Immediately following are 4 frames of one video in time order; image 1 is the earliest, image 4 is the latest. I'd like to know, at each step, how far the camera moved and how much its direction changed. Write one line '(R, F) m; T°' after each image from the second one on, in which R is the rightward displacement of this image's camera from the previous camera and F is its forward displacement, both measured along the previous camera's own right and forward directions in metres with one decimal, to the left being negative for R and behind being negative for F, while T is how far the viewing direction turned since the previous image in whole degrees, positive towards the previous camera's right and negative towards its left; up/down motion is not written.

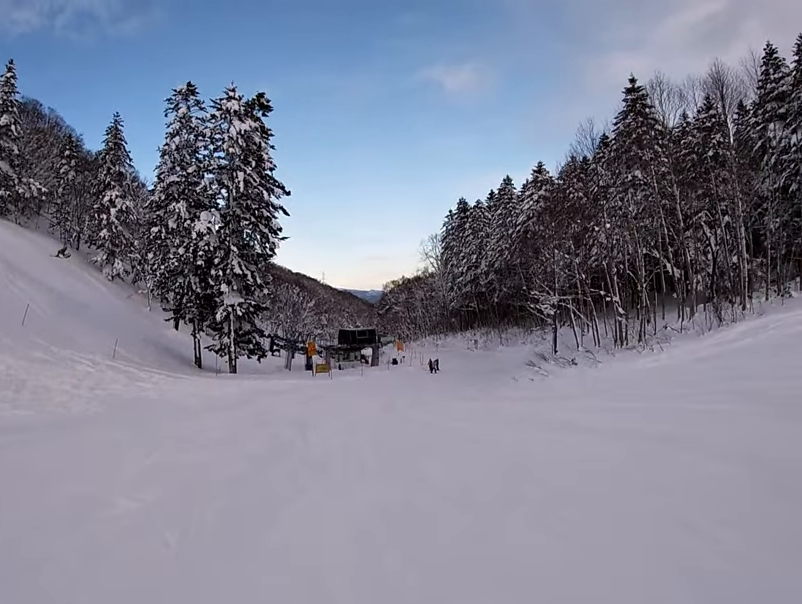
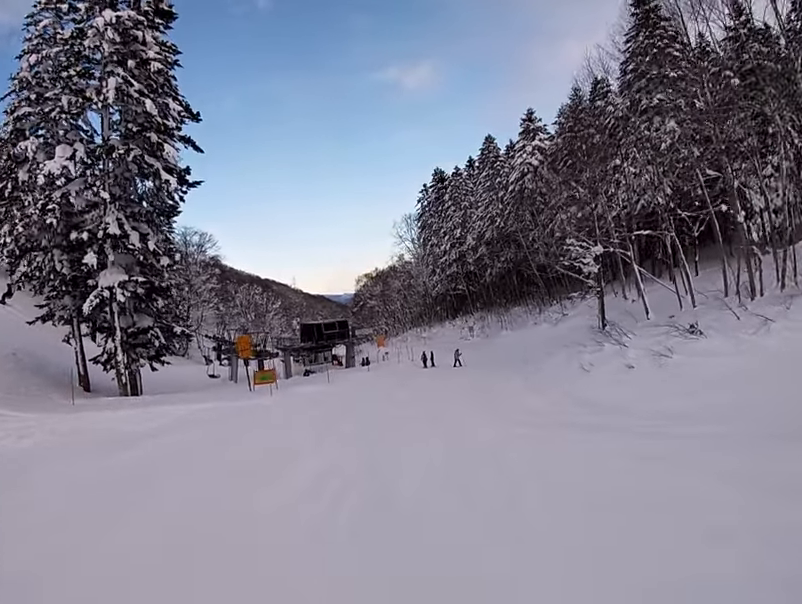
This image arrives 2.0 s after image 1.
(+3.0, +14.9) m; +21°
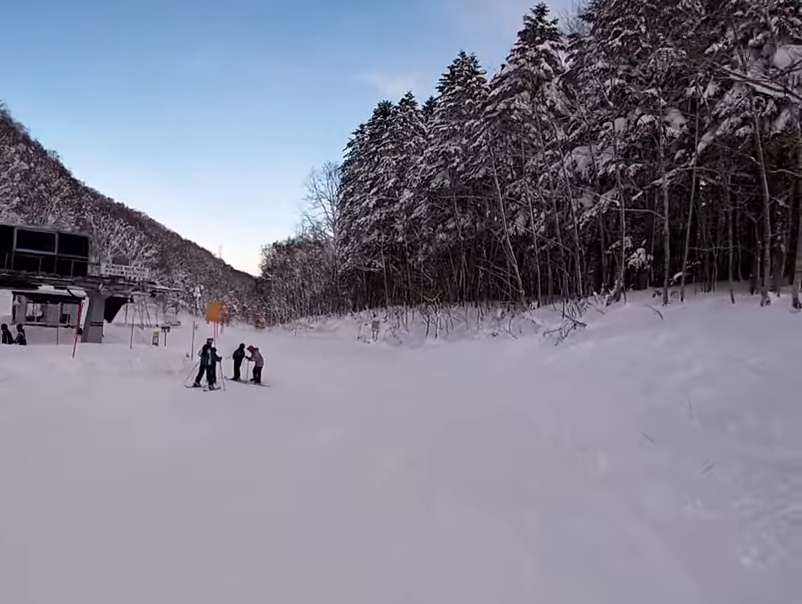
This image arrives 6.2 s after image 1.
(+4.1, +30.3) m; +14°
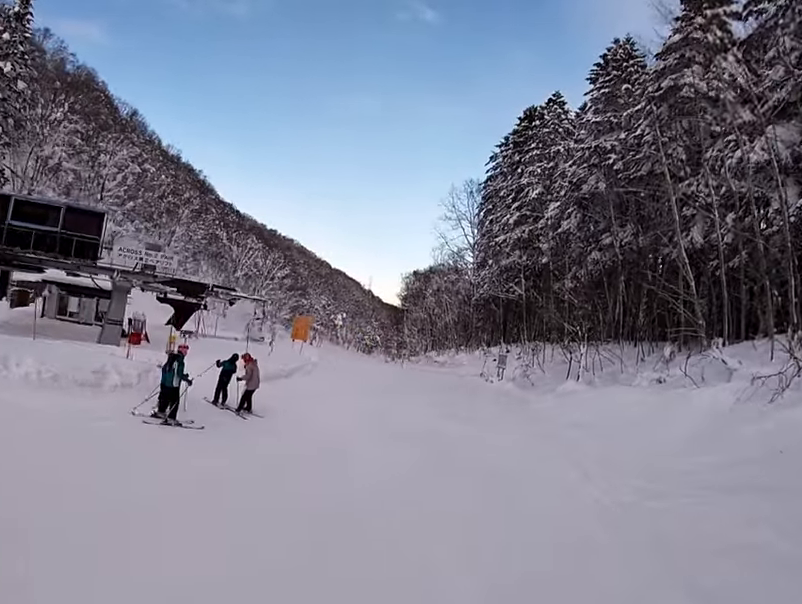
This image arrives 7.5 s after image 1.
(+0.3, +7.4) m; -6°
